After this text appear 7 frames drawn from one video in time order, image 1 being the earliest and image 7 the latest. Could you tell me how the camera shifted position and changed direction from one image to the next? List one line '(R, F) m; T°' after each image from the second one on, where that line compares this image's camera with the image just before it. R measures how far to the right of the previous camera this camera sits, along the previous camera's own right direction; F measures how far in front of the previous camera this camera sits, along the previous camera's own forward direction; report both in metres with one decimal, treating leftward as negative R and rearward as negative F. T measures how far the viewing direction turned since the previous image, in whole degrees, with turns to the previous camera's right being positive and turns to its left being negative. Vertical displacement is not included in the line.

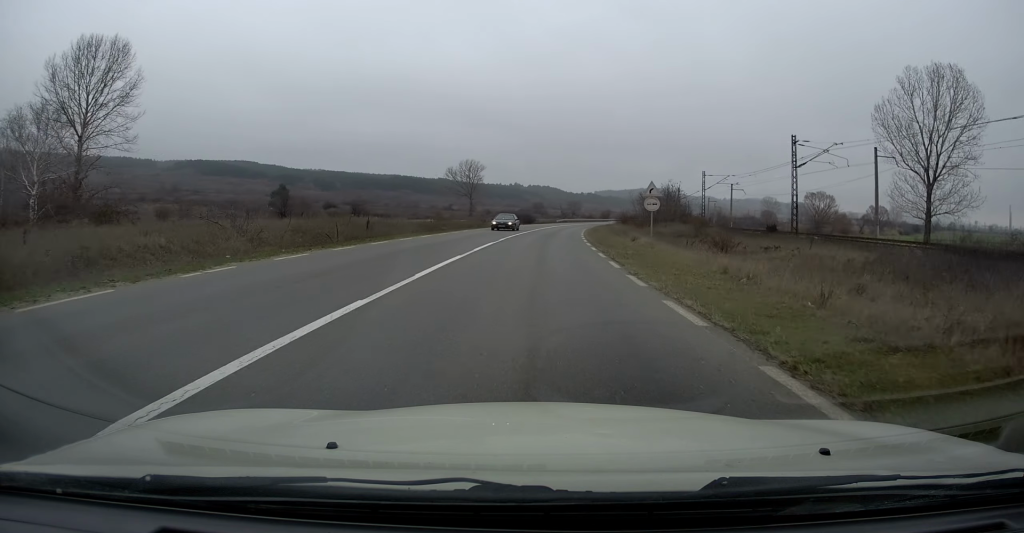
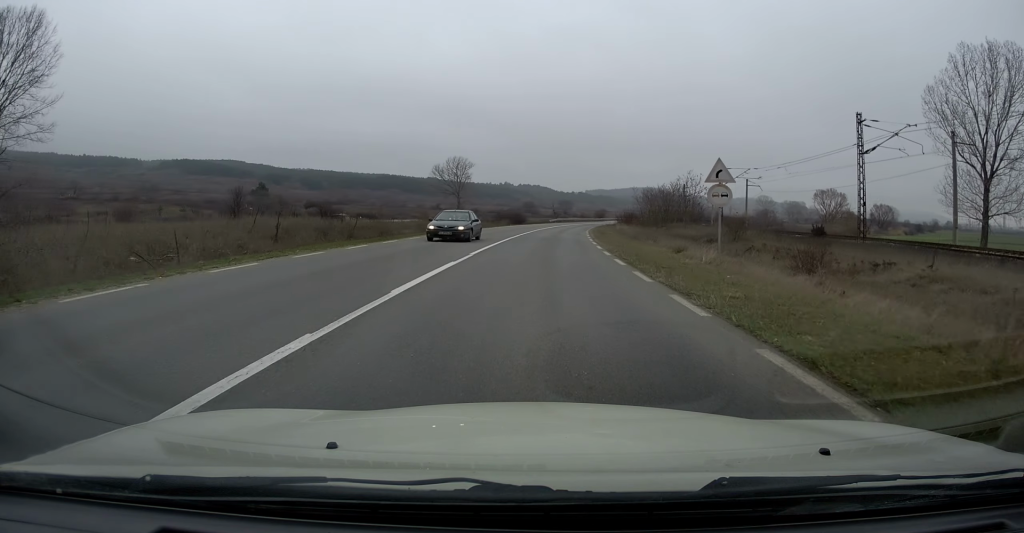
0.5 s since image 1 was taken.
(+0.1, +11.5) m; +1°
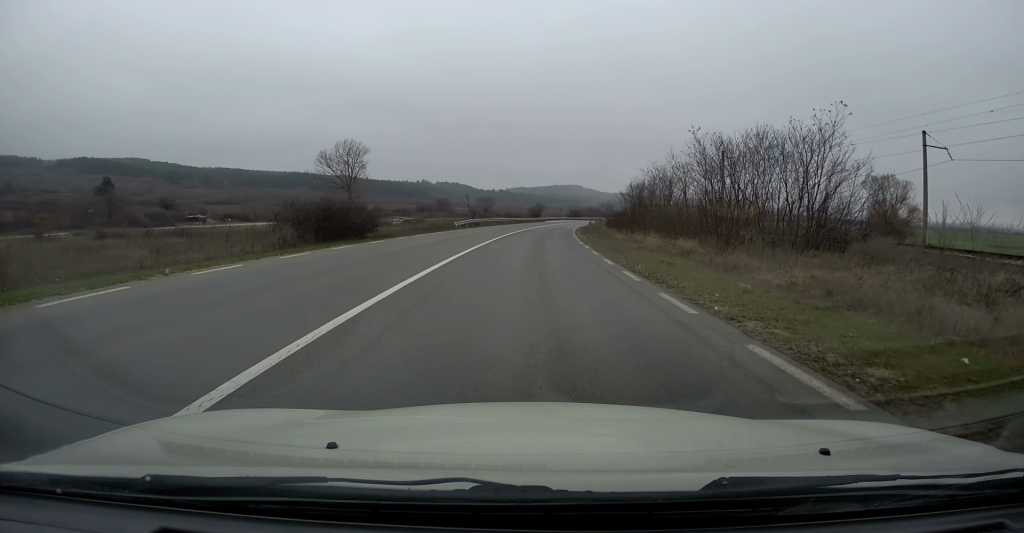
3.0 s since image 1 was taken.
(+2.4, +58.0) m; +6°
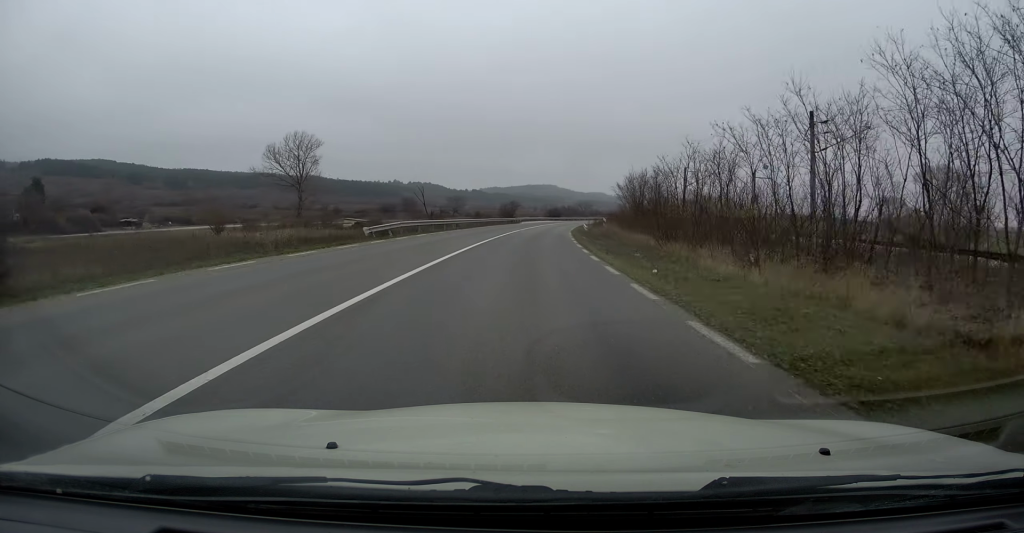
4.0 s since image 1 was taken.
(+0.6, +24.5) m; +3°
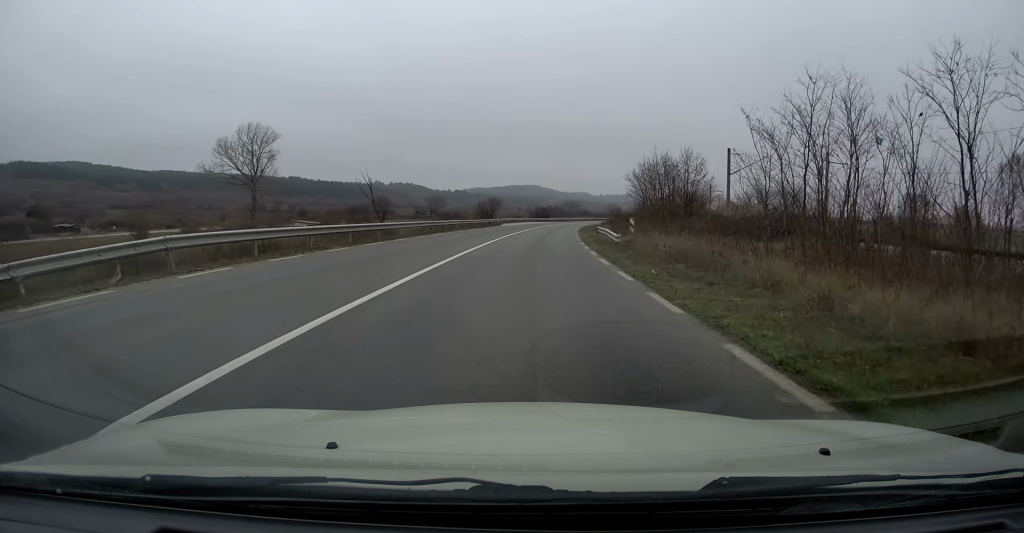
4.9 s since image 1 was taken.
(+0.6, +23.9) m; +2°
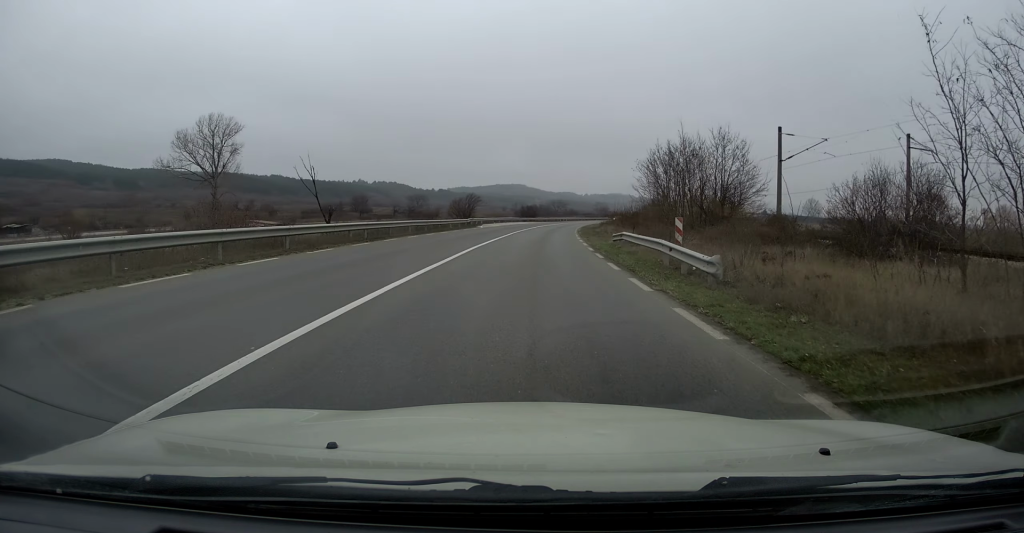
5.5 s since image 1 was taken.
(0.0, +13.1) m; +1°
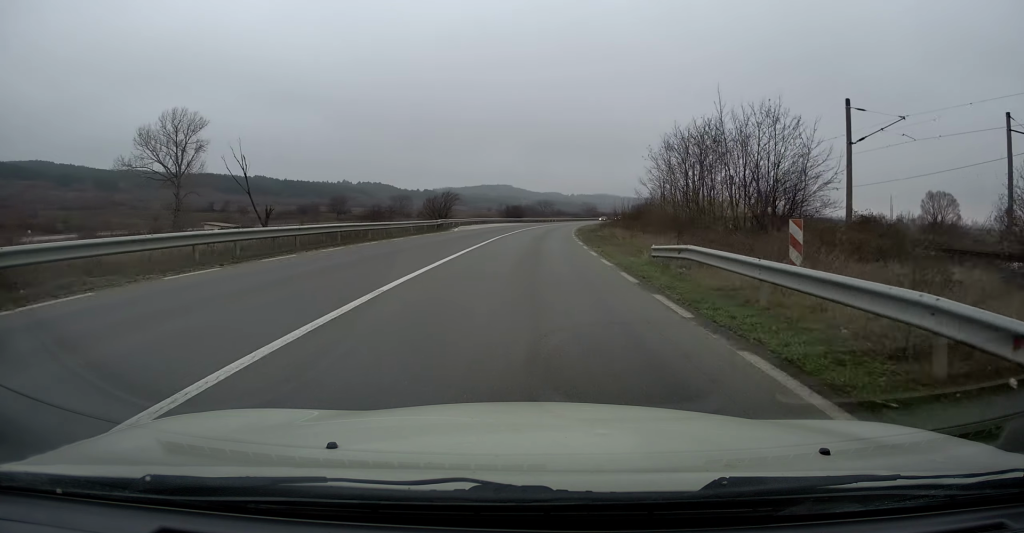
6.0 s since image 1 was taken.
(-0.1, +10.0) m; +1°
